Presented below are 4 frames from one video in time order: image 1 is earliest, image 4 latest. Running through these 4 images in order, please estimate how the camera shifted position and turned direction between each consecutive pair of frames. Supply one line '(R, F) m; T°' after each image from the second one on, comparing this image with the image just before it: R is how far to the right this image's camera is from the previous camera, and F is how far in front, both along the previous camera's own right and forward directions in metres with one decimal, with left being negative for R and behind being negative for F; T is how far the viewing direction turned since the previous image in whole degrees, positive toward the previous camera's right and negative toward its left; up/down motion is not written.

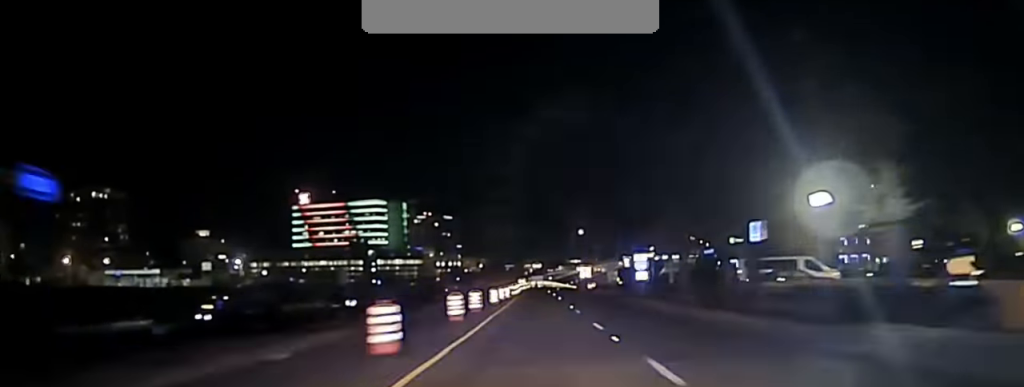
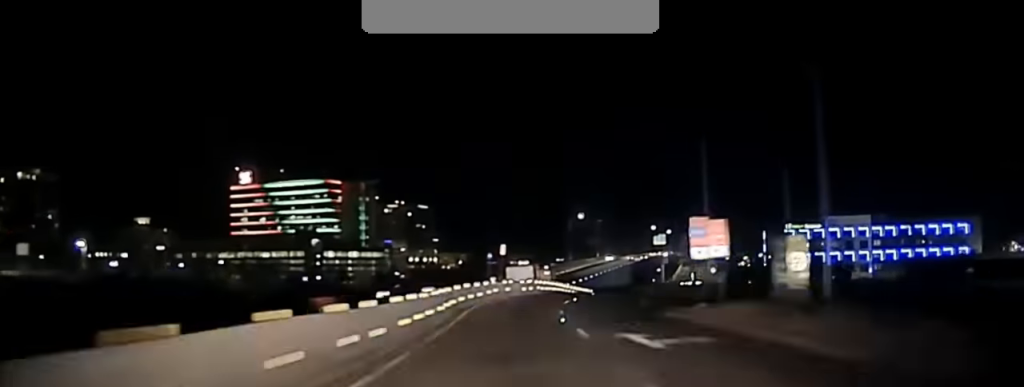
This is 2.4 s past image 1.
(-0.2, +84.1) m; +1°
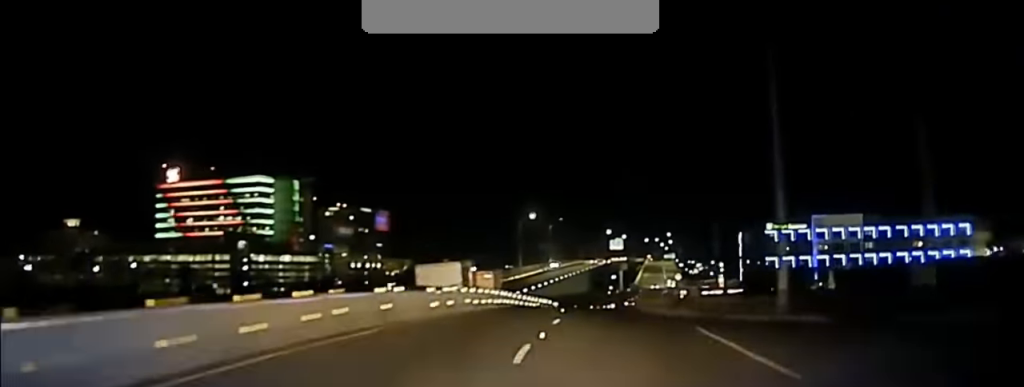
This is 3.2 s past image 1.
(+0.5, +28.7) m; +2°
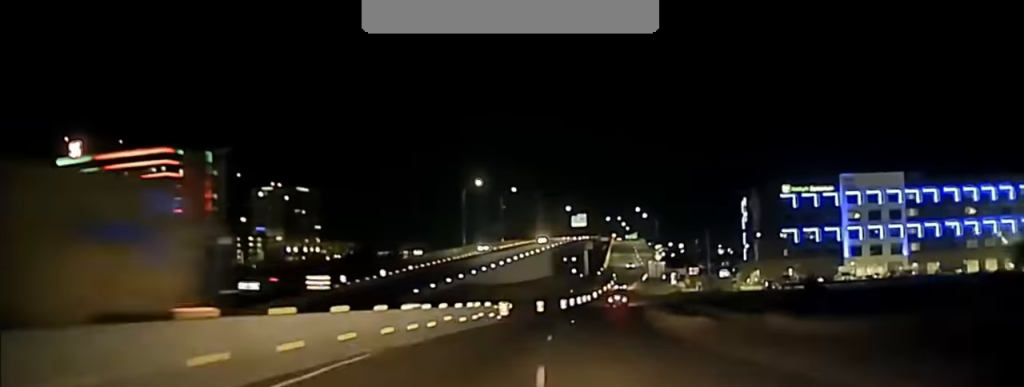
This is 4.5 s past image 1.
(+1.6, +49.8) m; +3°
